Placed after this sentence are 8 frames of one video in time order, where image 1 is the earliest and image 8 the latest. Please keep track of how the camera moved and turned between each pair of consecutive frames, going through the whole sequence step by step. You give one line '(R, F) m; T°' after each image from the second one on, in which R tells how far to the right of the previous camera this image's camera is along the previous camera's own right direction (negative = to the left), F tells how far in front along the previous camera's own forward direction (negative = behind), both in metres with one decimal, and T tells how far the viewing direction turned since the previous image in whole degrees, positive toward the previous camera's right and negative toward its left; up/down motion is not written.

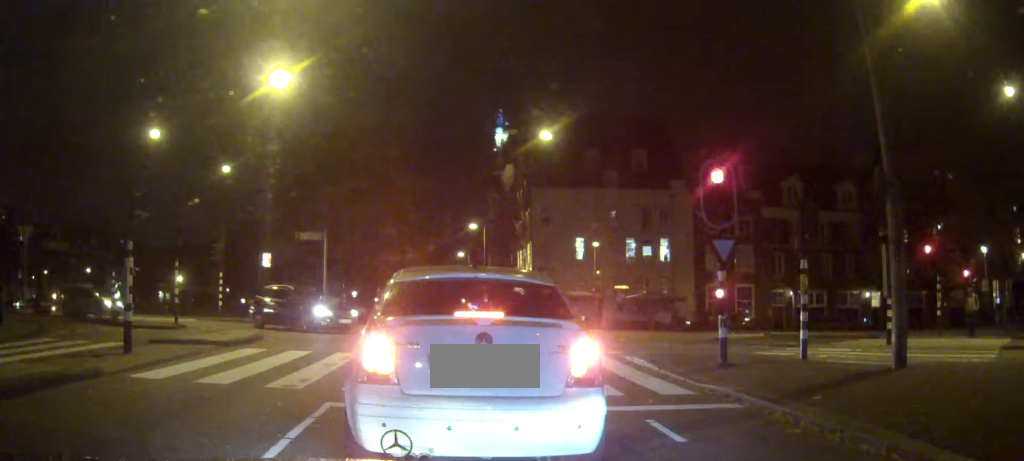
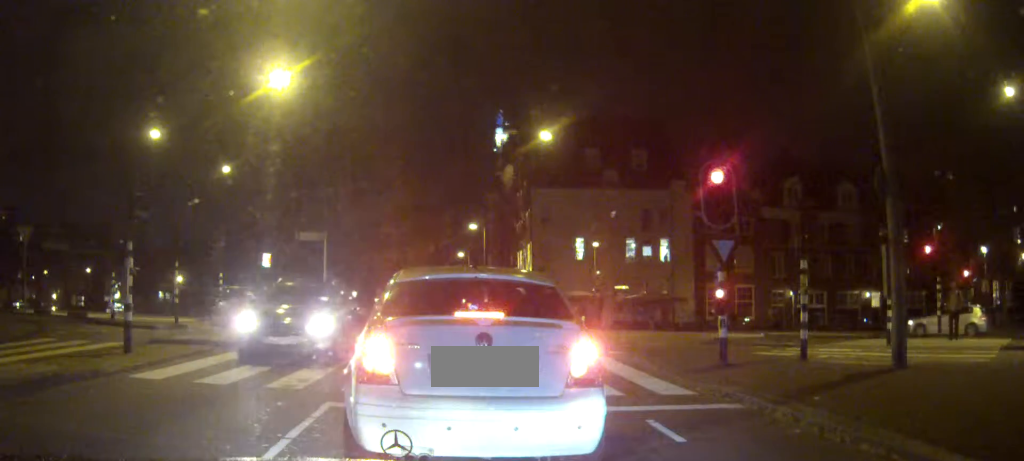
(0.0, 0.0) m; 0°
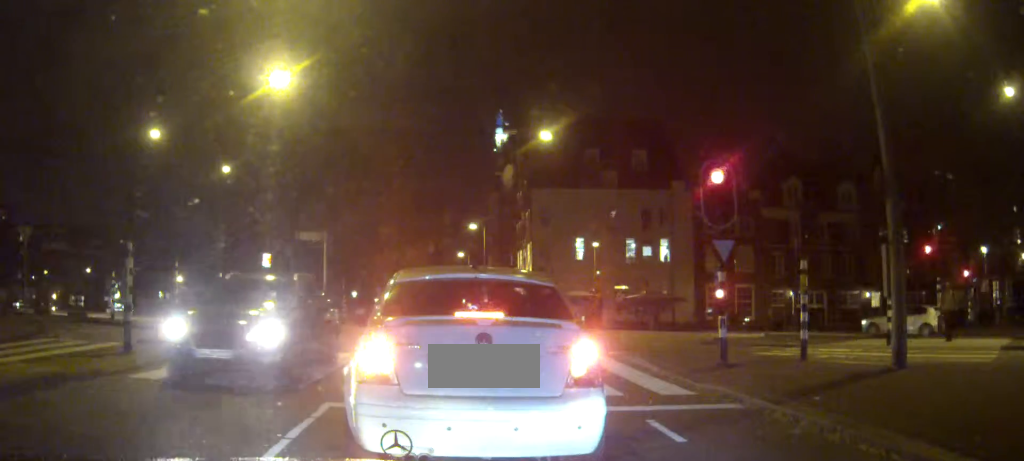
(0.0, 0.0) m; 0°
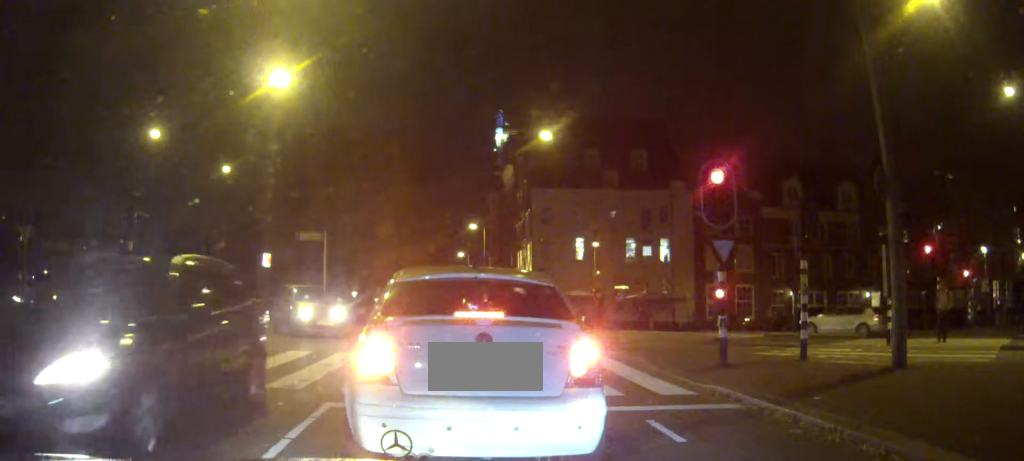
(0.0, 0.0) m; 0°
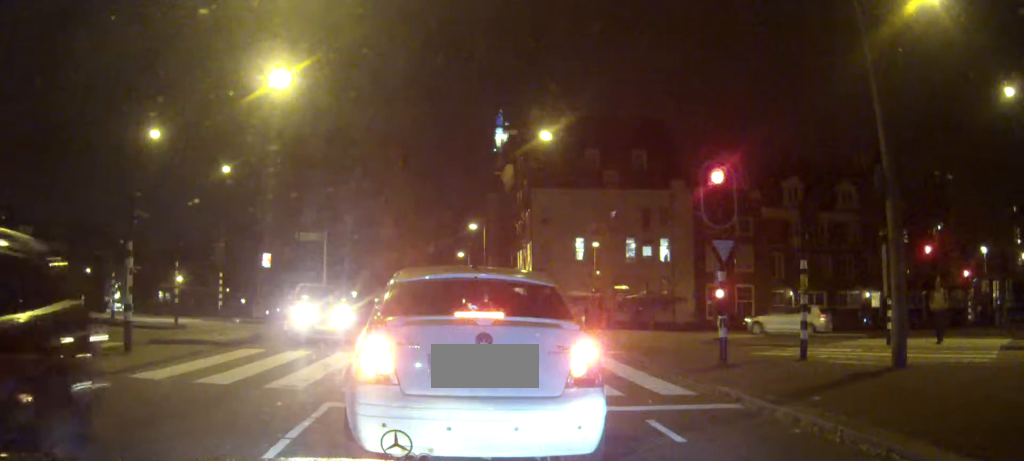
(0.0, 0.0) m; 0°
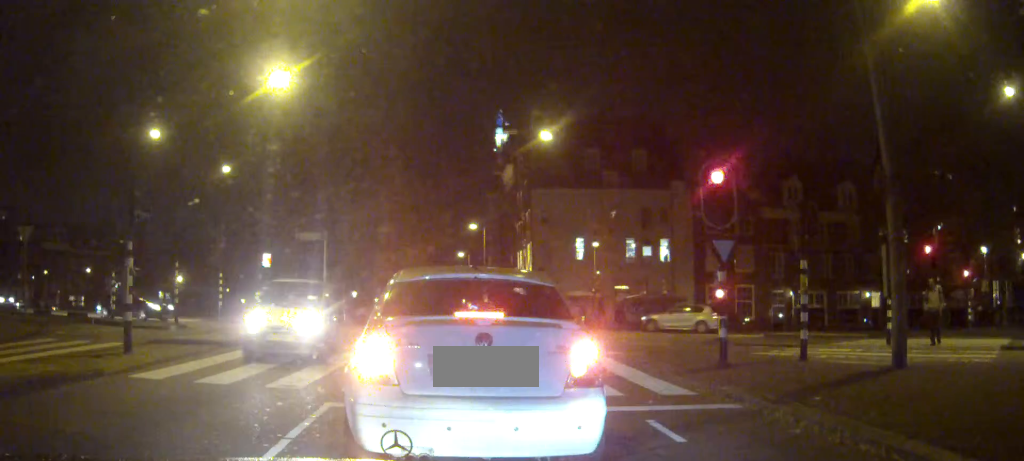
(0.0, 0.0) m; 0°
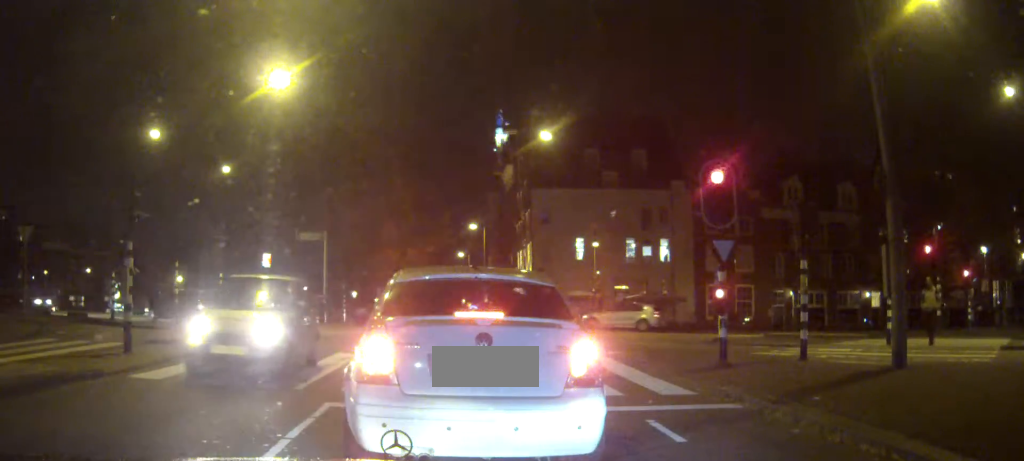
(0.0, 0.0) m; 0°
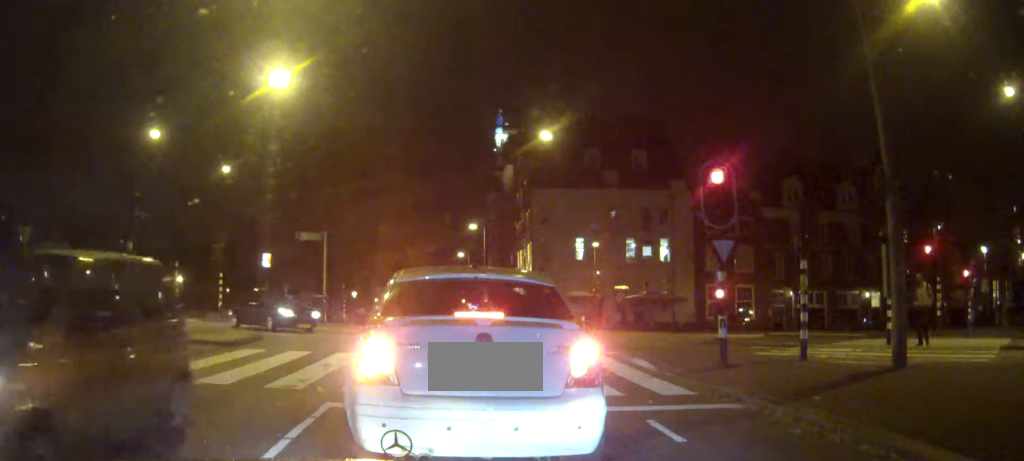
(0.0, 0.0) m; 0°
